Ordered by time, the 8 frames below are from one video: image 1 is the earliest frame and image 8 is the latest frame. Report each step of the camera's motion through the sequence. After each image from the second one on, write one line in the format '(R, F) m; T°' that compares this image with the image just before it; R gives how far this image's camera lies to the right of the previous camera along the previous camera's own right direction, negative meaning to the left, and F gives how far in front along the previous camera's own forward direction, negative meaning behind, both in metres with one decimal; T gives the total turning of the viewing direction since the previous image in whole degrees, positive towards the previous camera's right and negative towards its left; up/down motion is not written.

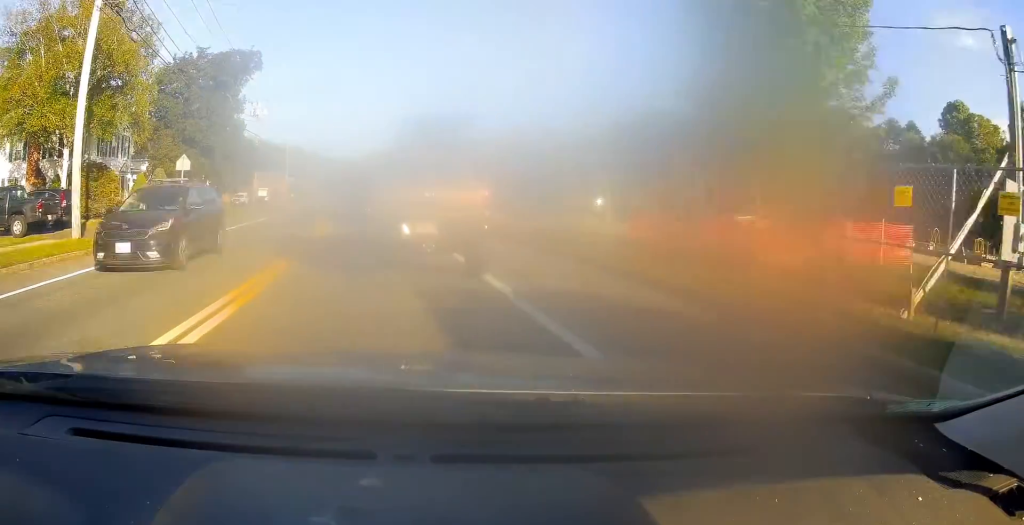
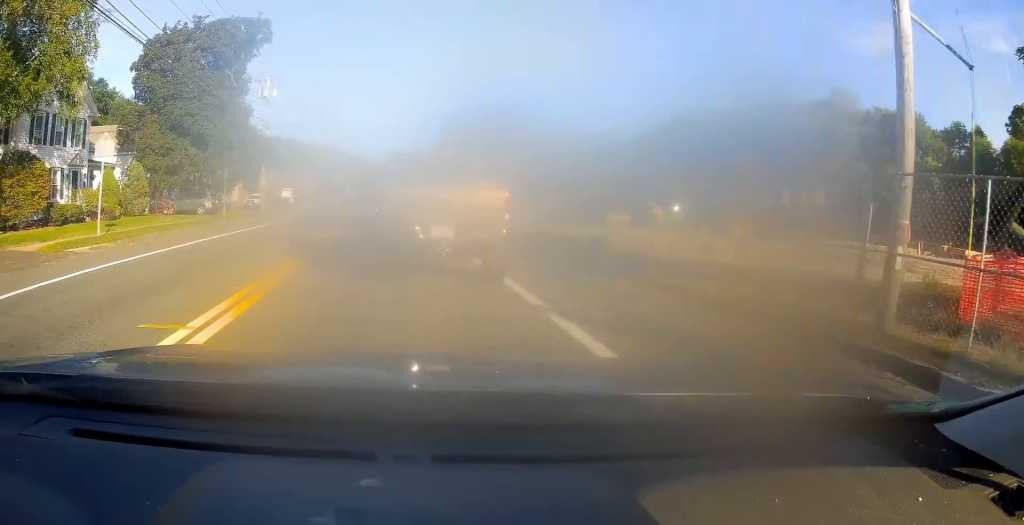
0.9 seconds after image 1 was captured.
(-0.5, +11.4) m; -5°
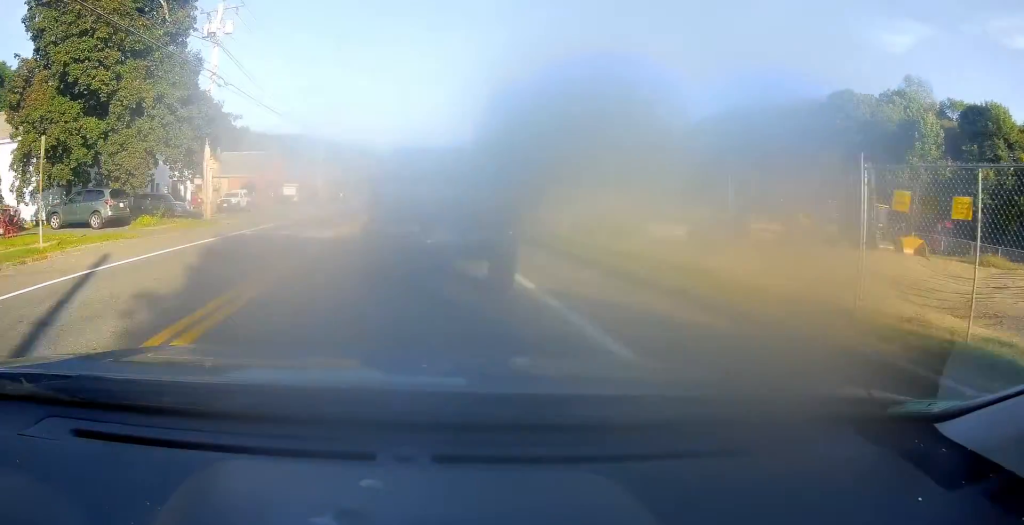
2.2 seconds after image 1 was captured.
(-0.9, +17.7) m; -4°
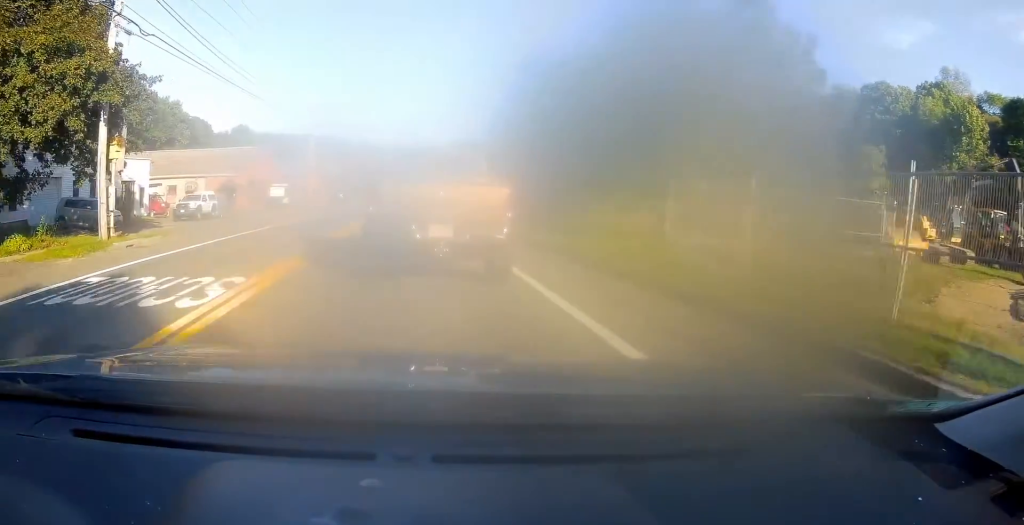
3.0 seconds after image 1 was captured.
(-0.1, +10.4) m; 0°
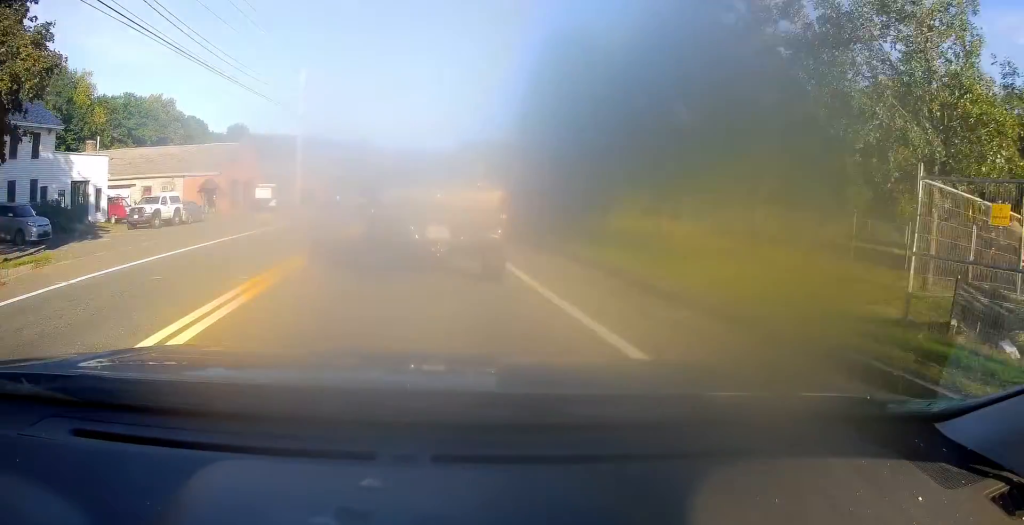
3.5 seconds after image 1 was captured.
(0.0, +7.2) m; -1°
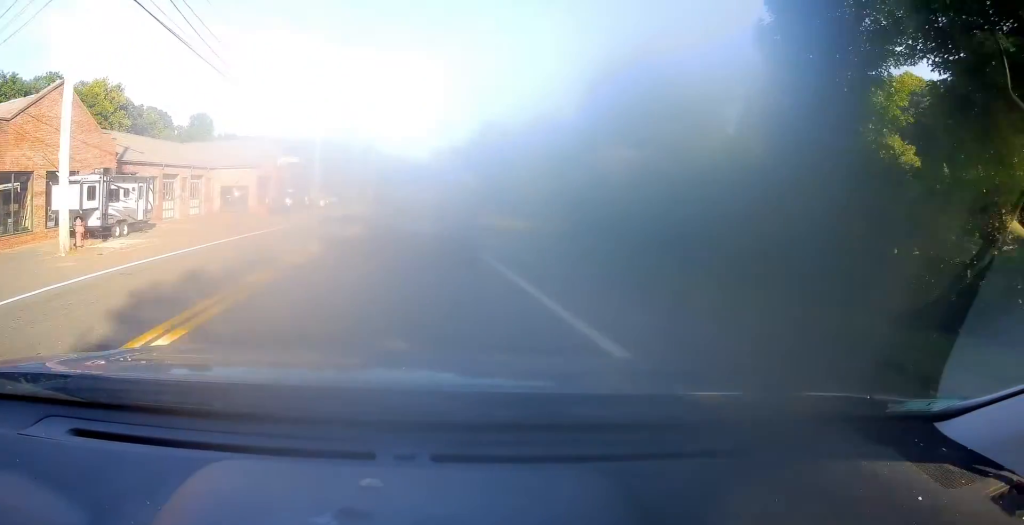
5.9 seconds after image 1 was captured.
(0.0, +33.7) m; 0°
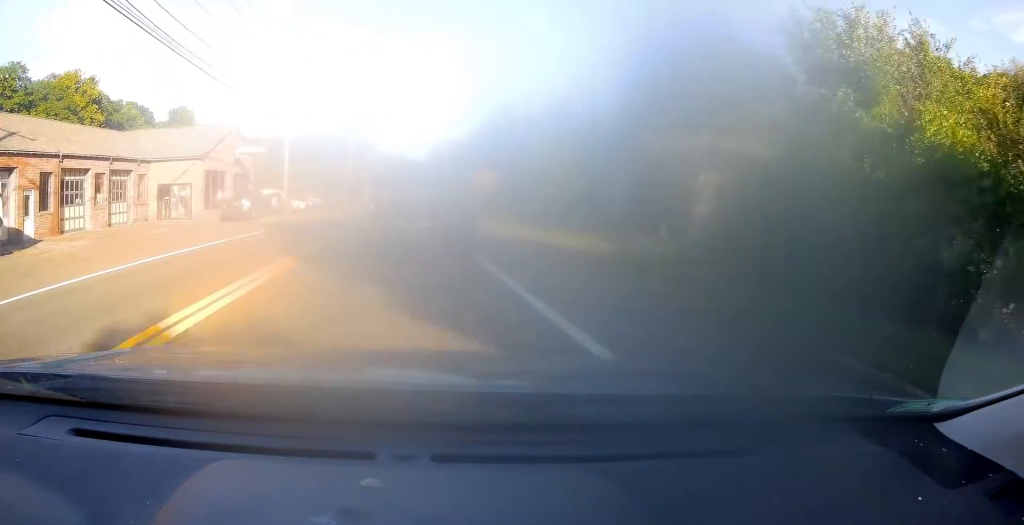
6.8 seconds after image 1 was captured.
(-0.4, +12.6) m; 0°
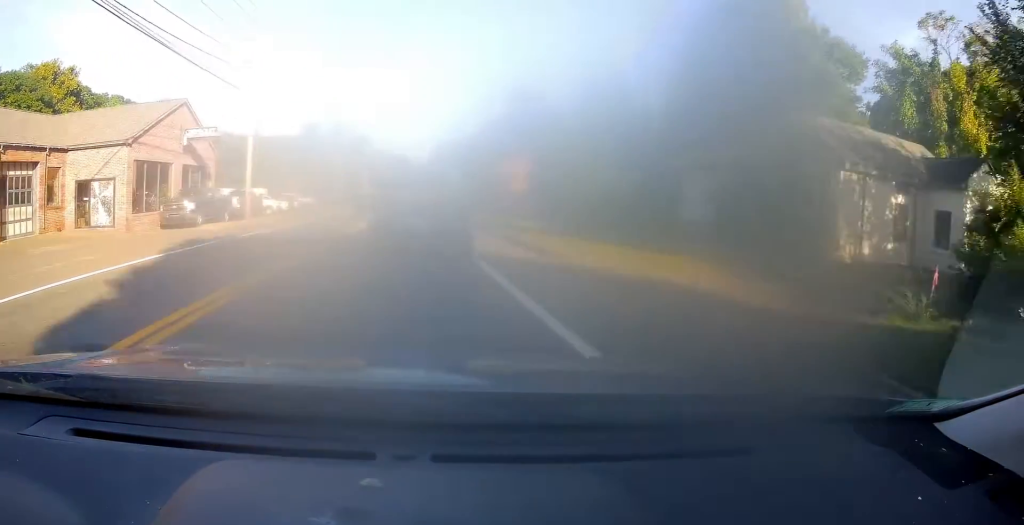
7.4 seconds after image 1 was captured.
(-0.2, +10.4) m; 0°
